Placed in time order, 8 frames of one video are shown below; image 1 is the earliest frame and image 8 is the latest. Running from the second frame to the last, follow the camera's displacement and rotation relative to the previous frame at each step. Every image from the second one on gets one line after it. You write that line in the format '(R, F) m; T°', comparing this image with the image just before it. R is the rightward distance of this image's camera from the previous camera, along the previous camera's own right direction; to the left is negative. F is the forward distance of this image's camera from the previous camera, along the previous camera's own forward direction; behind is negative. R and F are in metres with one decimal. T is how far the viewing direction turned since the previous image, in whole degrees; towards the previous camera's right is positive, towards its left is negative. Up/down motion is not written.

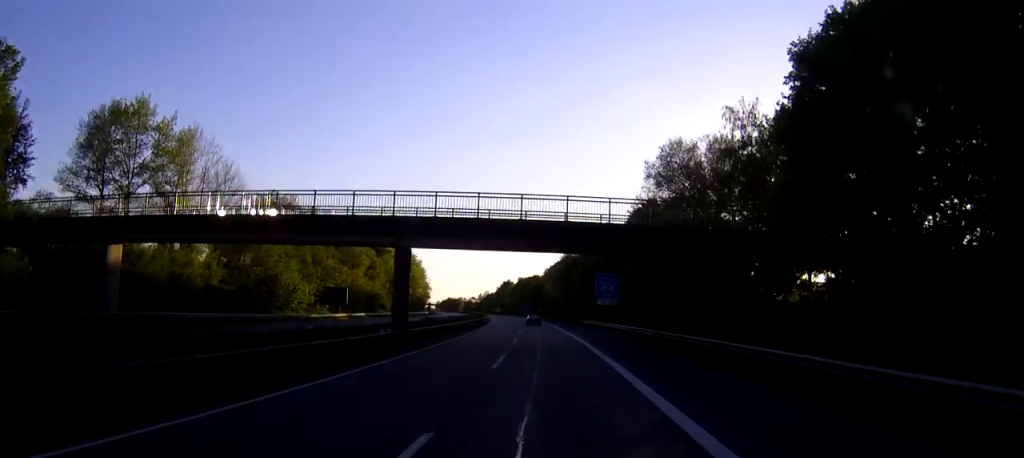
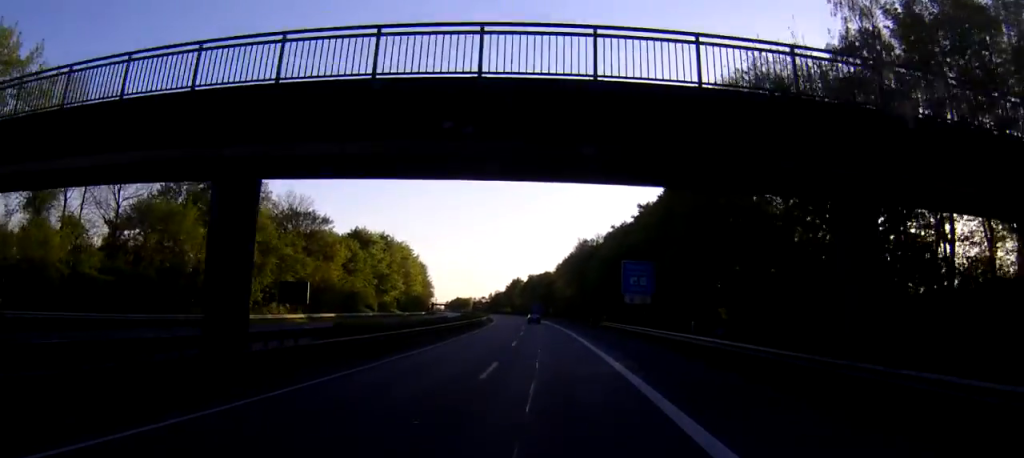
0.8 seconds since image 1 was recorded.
(-0.2, +21.4) m; -1°
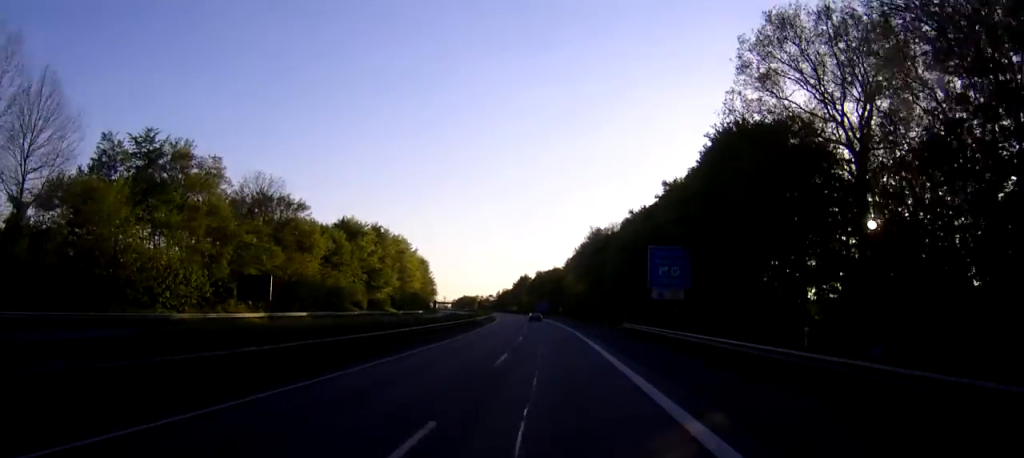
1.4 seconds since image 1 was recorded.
(0.0, +13.7) m; -1°
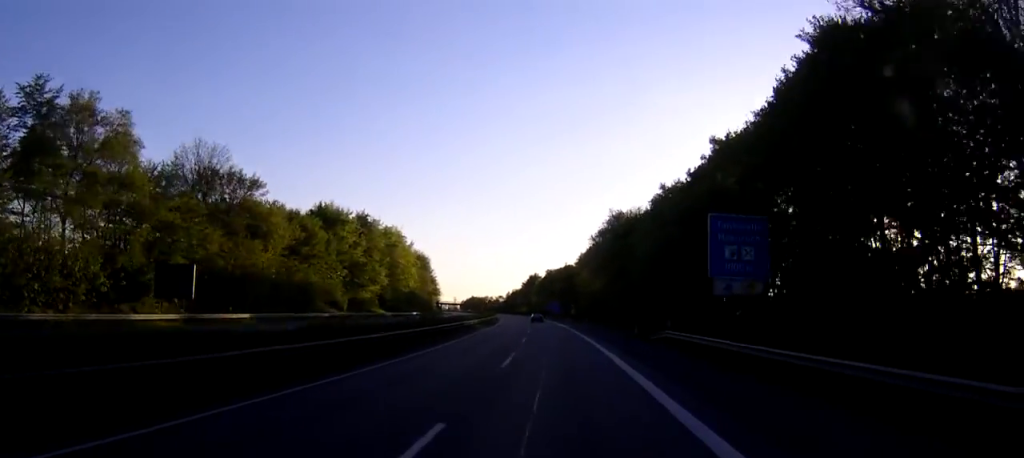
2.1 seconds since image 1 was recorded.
(-0.3, +17.9) m; -1°
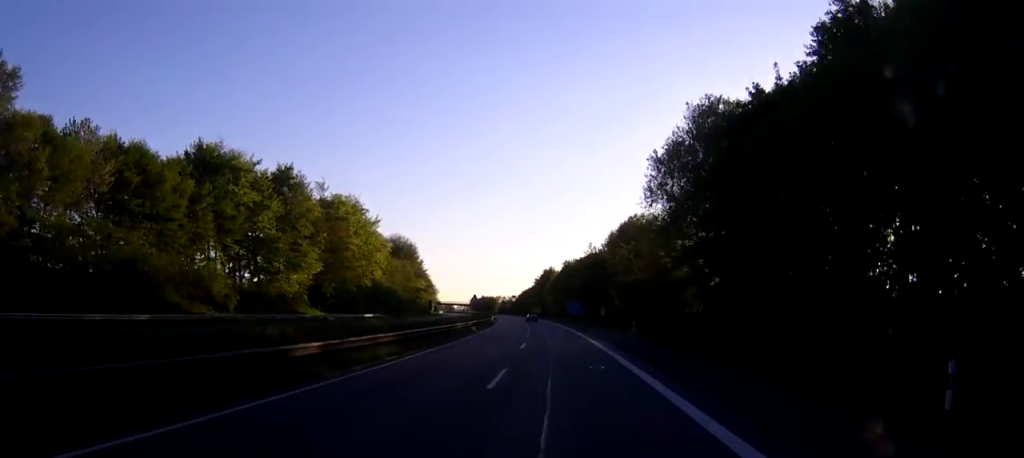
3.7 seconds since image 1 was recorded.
(-0.5, +42.8) m; -1°
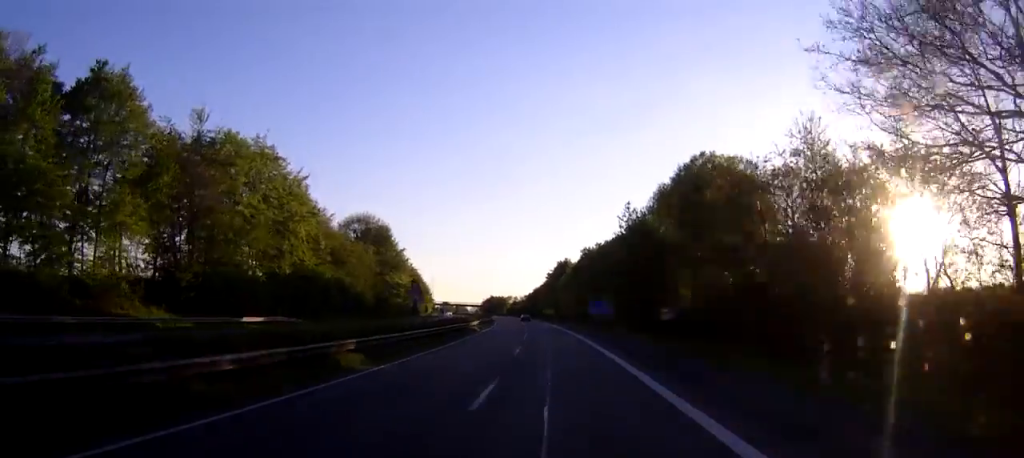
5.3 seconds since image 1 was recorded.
(-0.3, +39.4) m; -1°
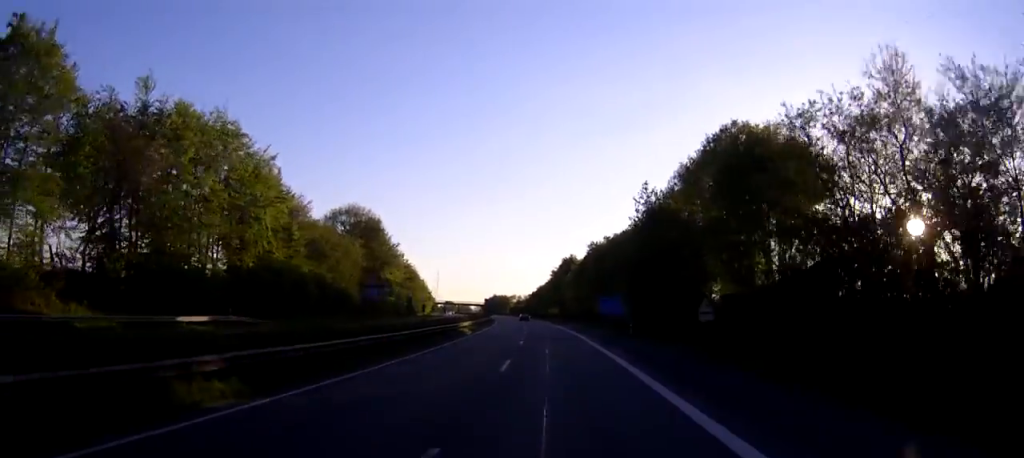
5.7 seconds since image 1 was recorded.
(0.0, +10.3) m; 0°
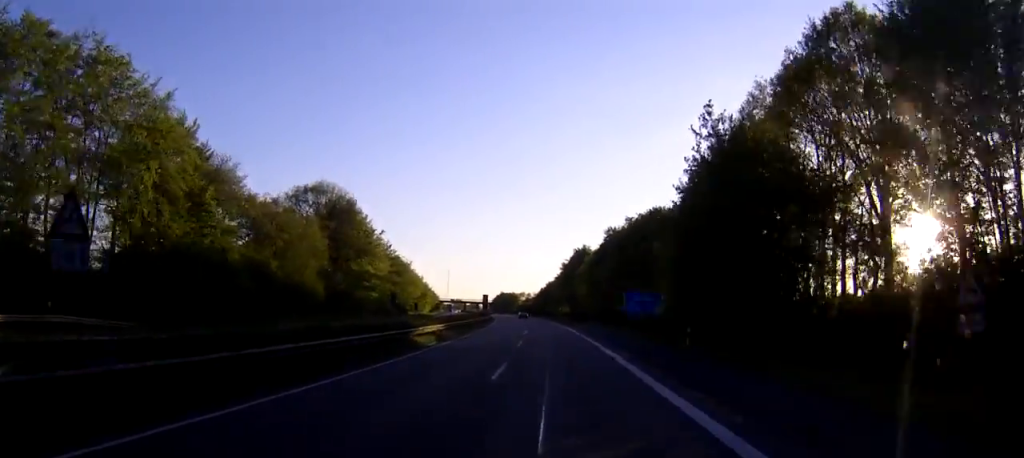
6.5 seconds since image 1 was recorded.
(-0.1, +21.4) m; -1°
